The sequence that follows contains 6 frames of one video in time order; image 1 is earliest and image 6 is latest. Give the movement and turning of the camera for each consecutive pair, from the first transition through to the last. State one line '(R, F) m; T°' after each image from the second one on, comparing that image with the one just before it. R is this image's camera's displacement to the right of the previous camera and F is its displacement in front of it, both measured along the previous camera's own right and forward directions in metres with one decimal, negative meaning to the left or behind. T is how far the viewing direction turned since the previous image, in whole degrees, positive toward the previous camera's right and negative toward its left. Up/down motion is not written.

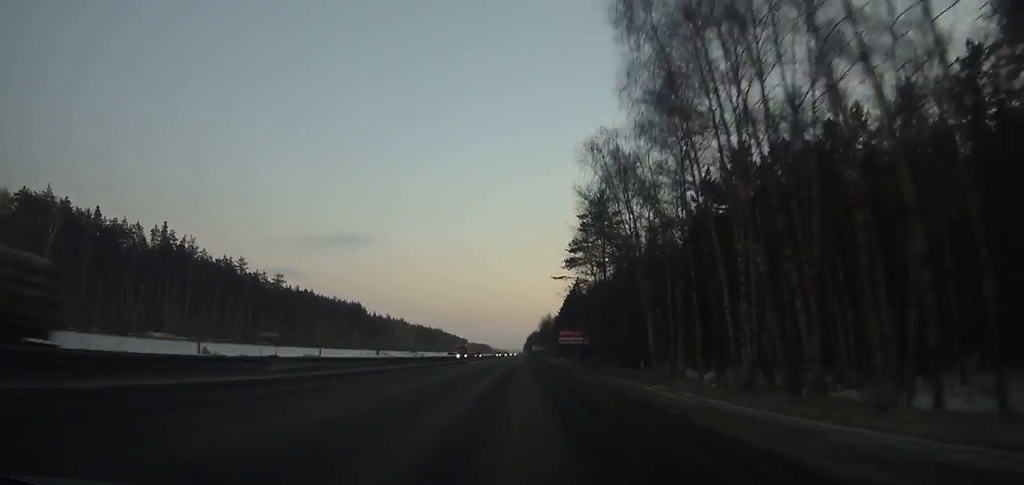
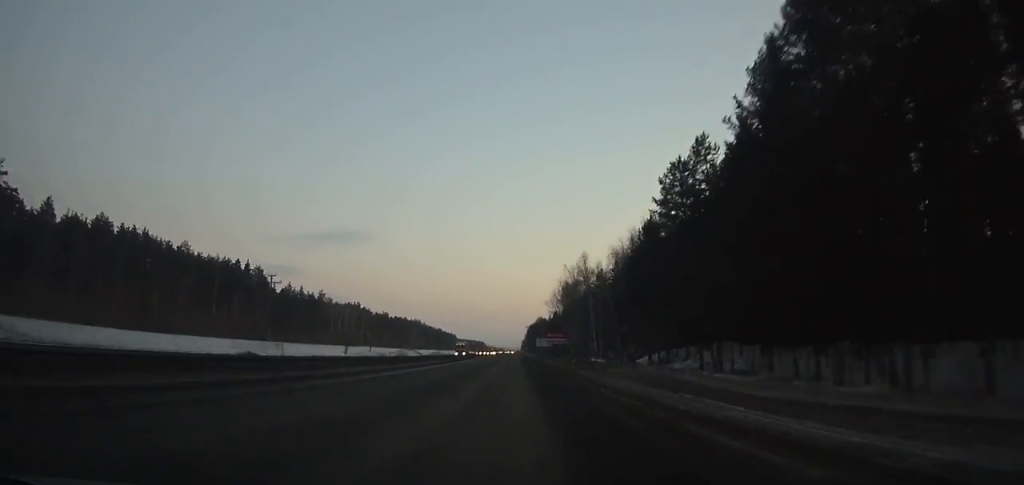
(+0.3, +142.2) m; 0°
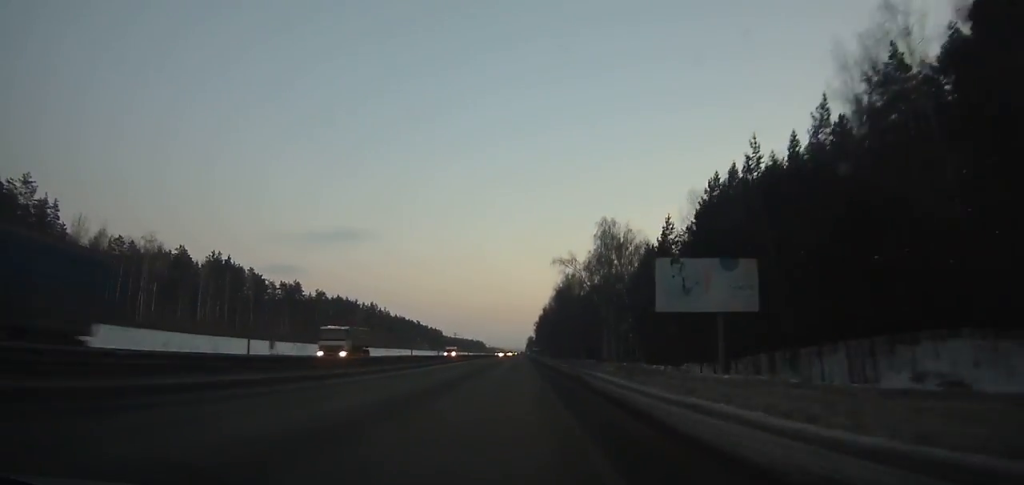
(-1.0, +191.8) m; 0°
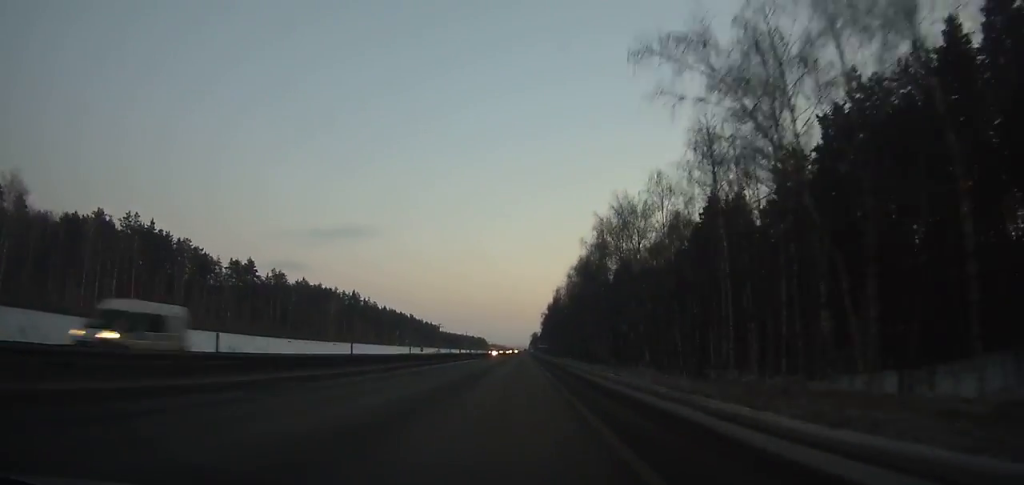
(0.0, +52.3) m; 0°
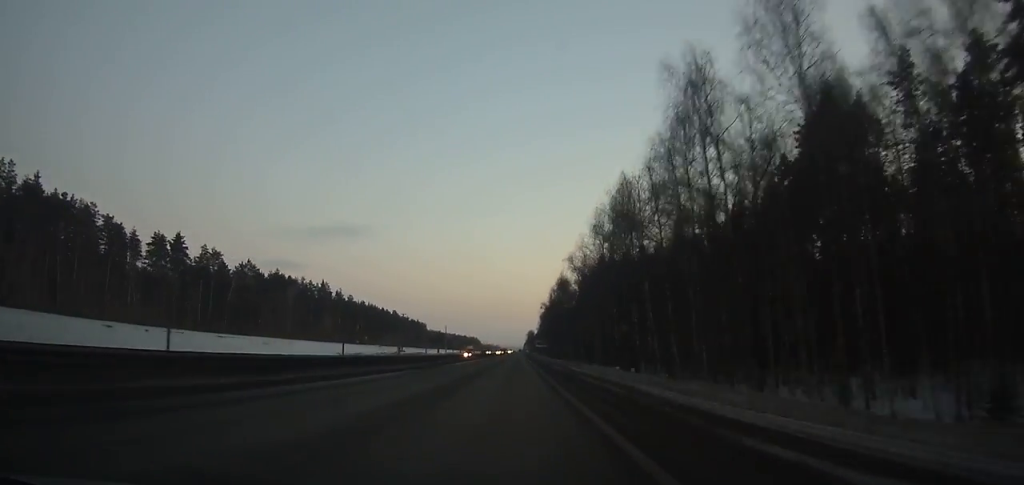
(0.0, +47.1) m; 0°
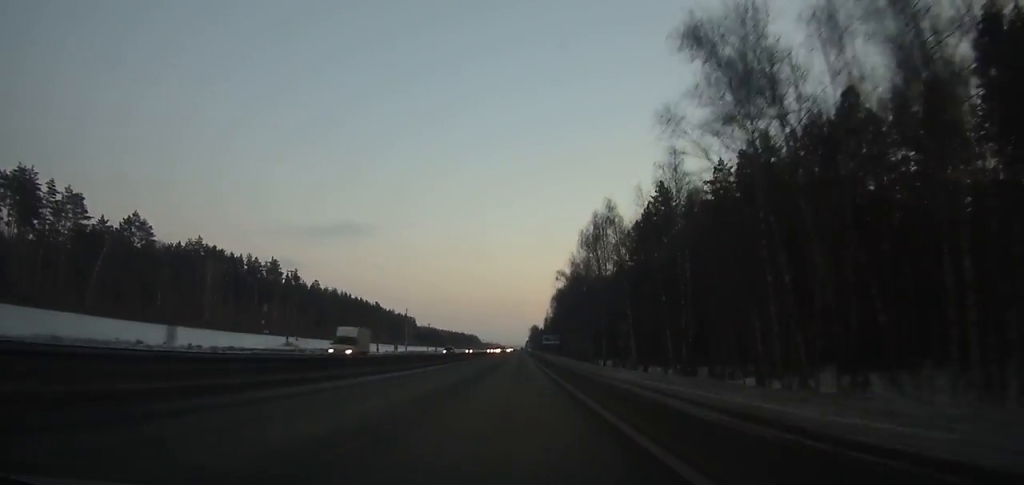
(0.0, +65.8) m; 0°
